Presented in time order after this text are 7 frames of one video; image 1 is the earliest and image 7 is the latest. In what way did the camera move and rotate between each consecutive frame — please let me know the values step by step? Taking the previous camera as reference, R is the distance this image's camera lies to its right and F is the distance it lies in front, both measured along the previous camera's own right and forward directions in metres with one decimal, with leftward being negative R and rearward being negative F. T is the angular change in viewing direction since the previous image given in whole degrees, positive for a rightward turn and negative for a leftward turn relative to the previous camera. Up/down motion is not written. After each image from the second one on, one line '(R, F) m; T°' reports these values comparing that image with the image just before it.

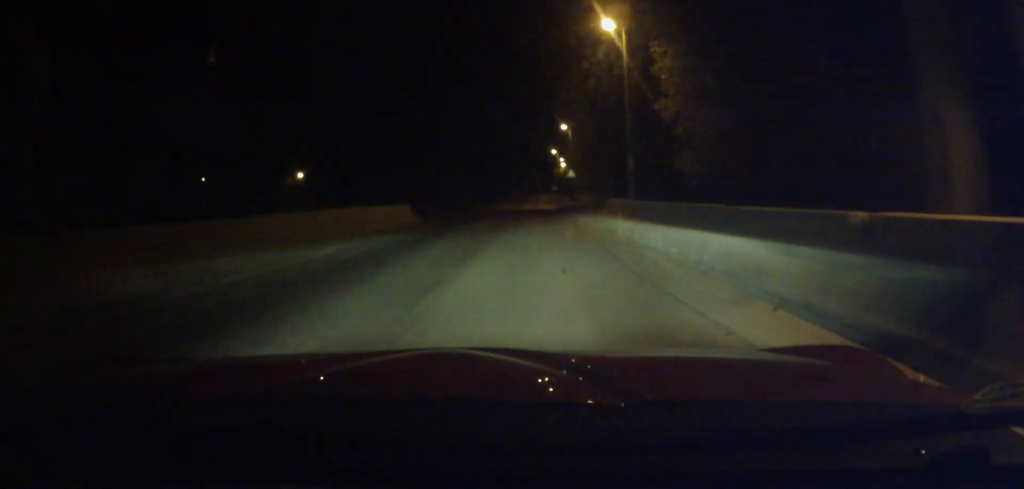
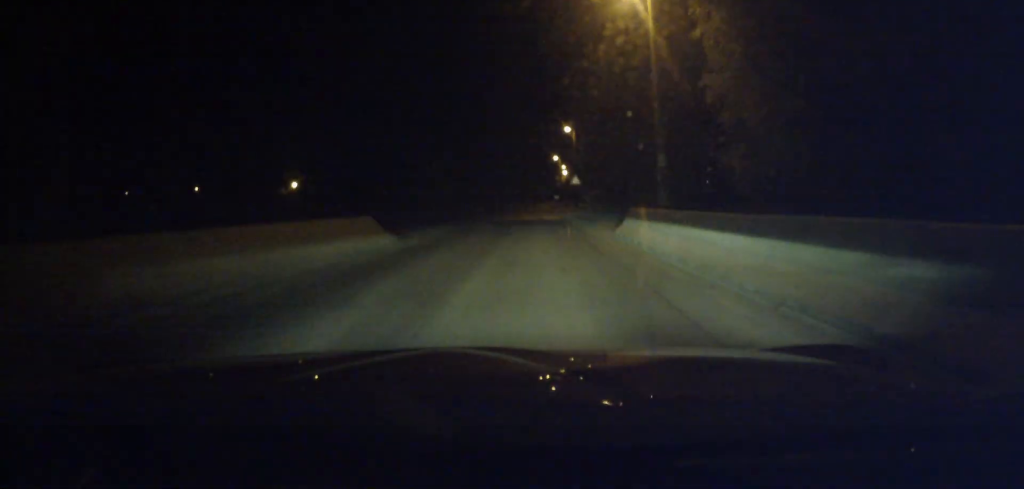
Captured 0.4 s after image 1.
(+0.1, +4.9) m; 0°
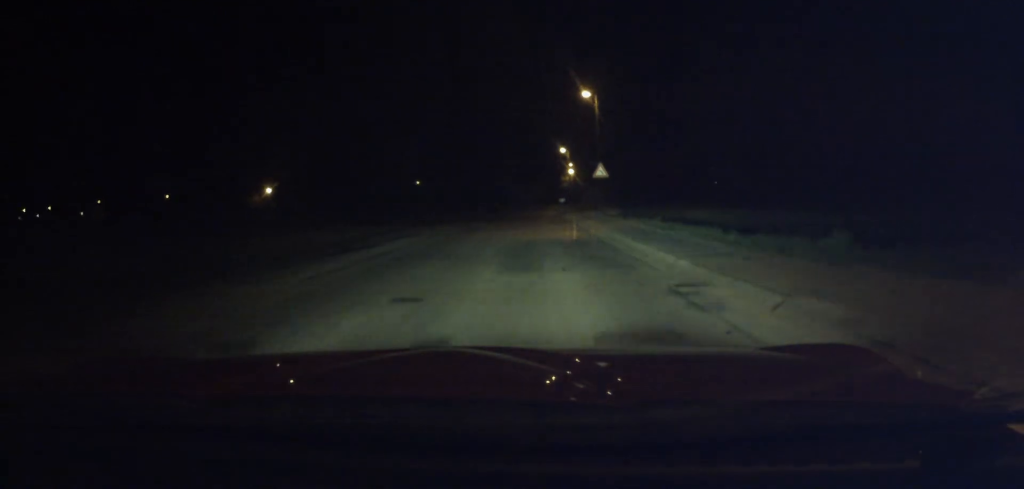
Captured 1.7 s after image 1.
(-0.3, +15.5) m; 0°
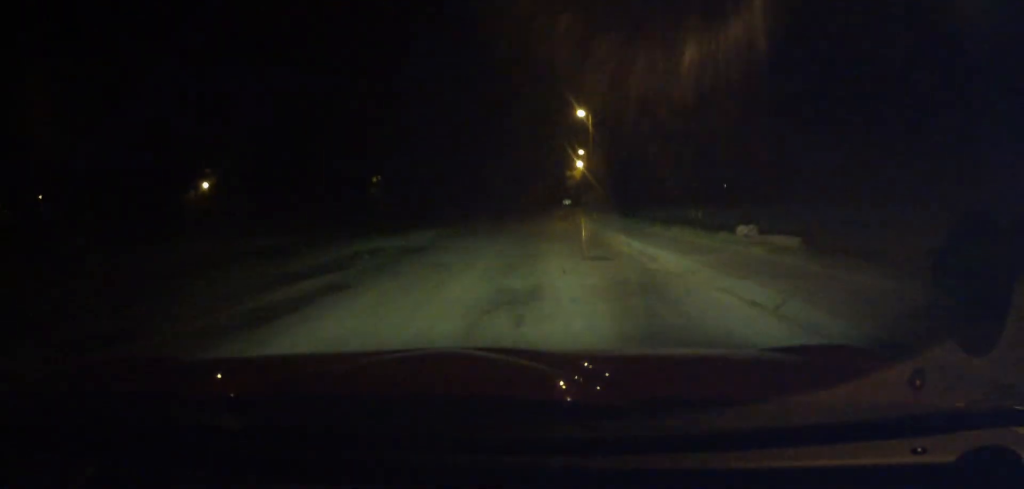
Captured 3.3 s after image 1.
(+0.2, +22.5) m; -1°
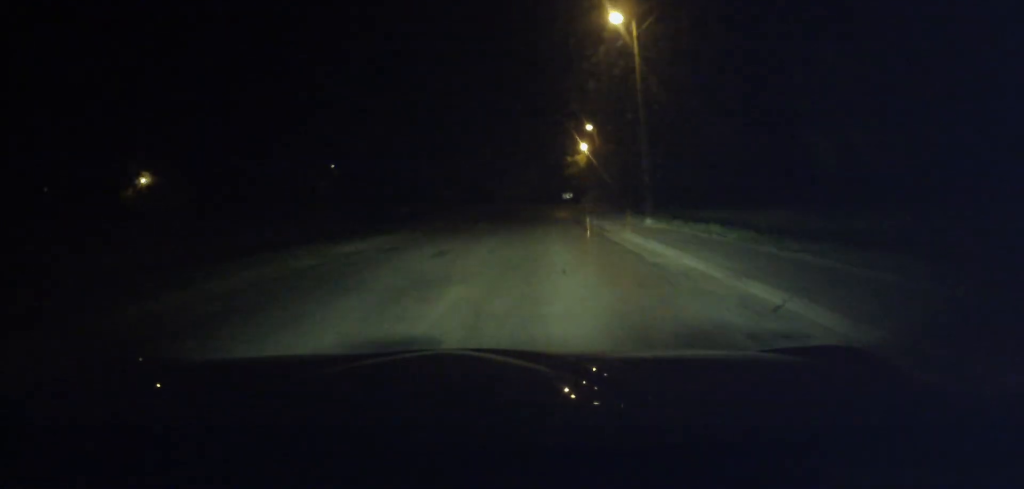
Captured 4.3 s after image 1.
(-0.2, +16.9) m; -1°
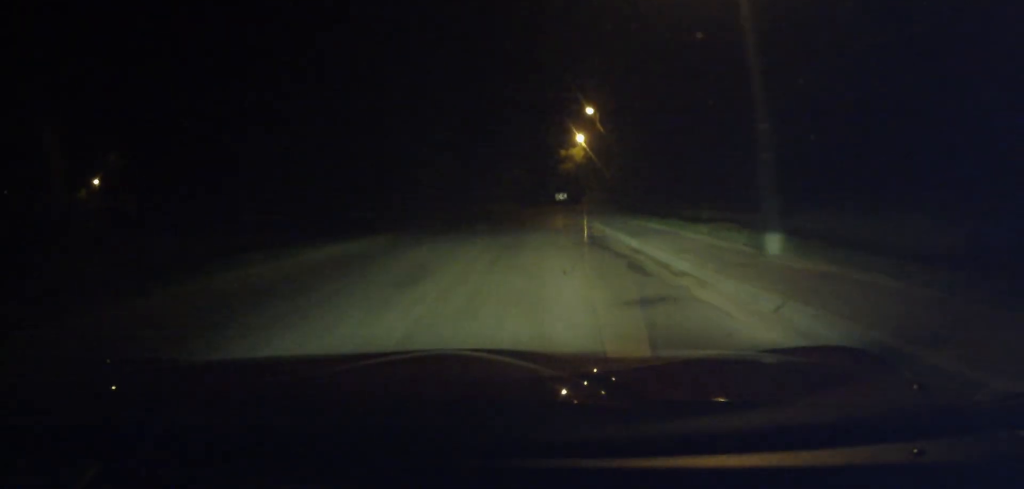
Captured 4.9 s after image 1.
(0.0, +10.9) m; 0°
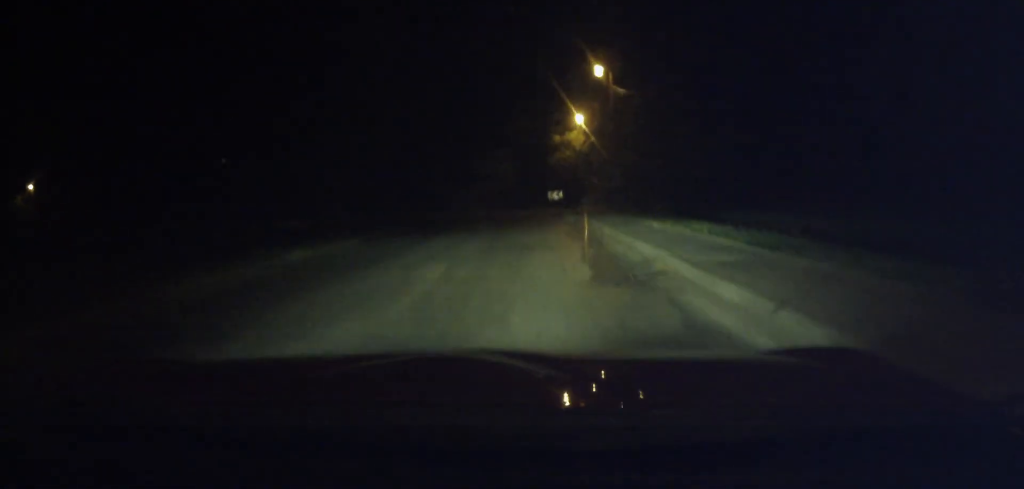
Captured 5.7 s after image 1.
(0.0, +16.4) m; 0°
